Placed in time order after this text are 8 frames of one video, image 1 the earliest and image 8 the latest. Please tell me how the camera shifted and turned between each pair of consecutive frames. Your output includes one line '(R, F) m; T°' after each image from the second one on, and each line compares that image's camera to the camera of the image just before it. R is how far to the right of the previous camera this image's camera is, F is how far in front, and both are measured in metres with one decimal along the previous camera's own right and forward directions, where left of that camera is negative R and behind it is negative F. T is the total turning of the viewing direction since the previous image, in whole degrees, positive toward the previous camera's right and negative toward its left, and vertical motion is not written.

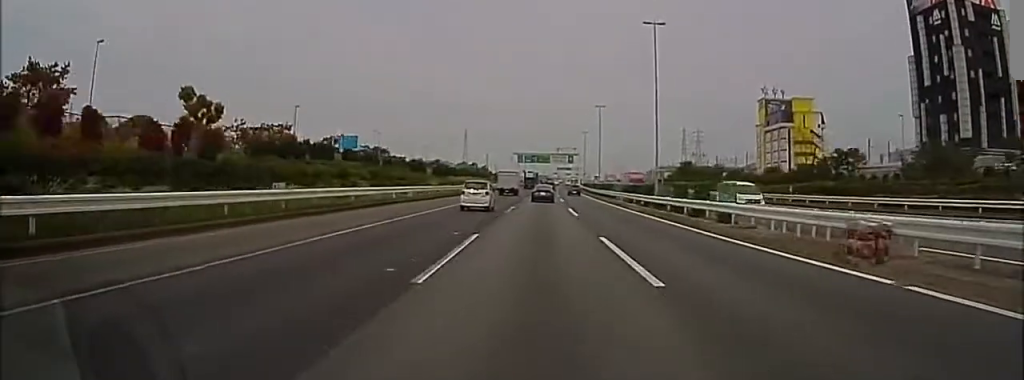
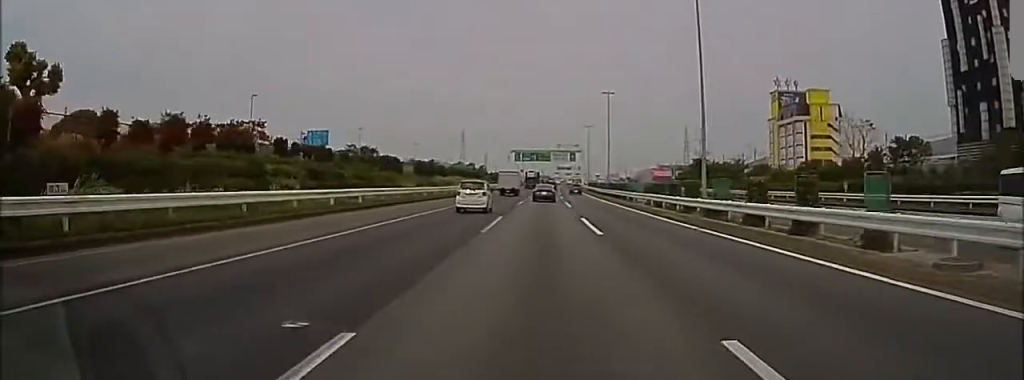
(+1.5, +11.1) m; +4°
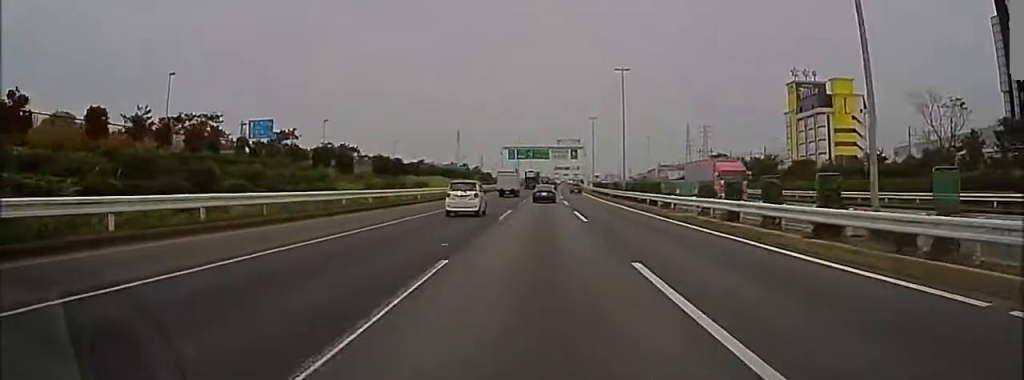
(+0.8, +14.1) m; +3°
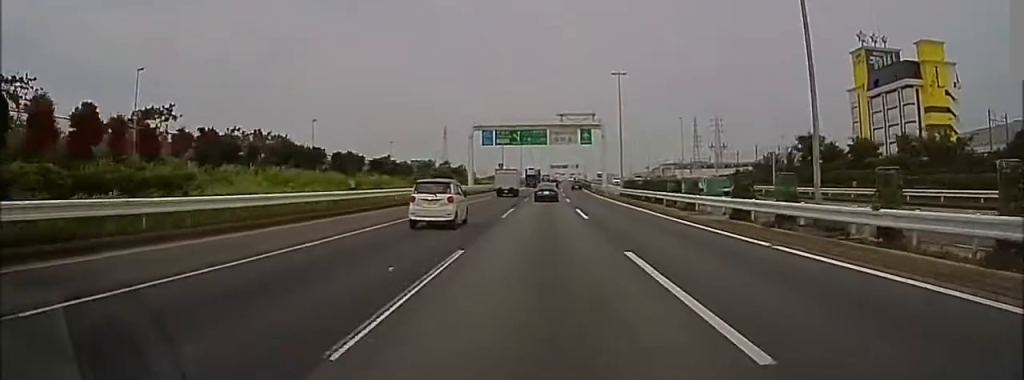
(0.0, +39.4) m; 0°
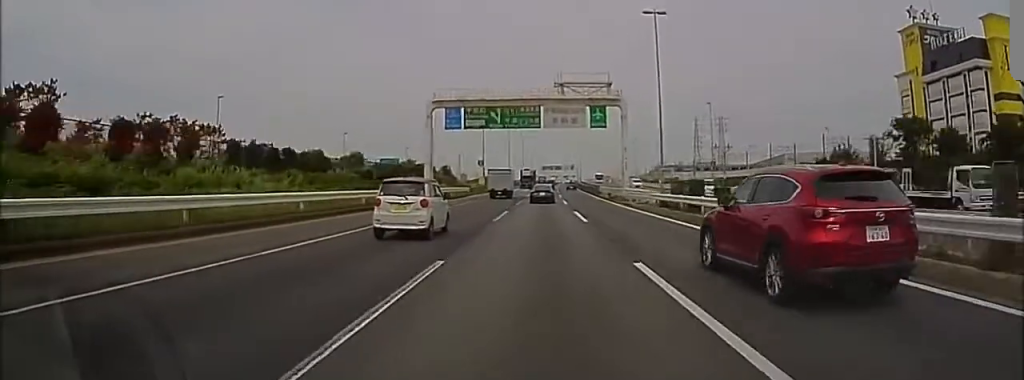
(0.0, +21.2) m; 0°
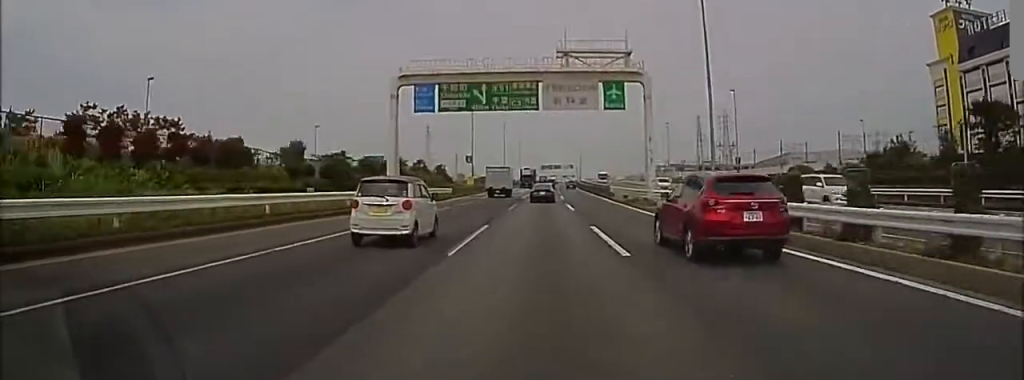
(+0.1, +11.0) m; 0°
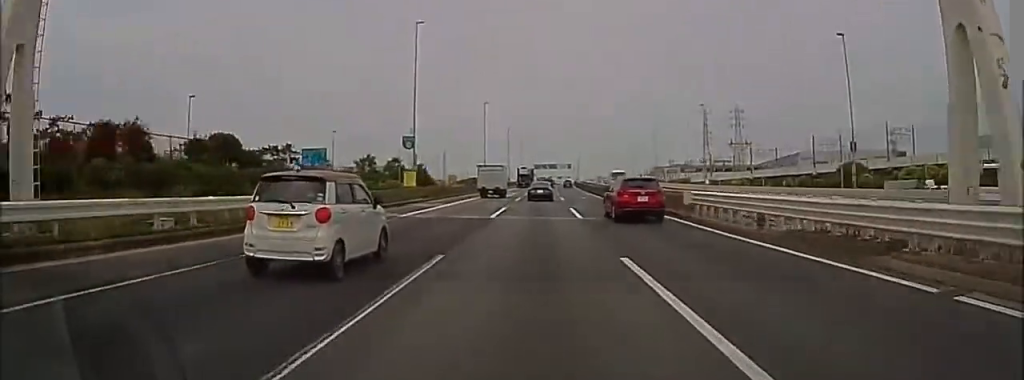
(+0.1, +29.5) m; 0°
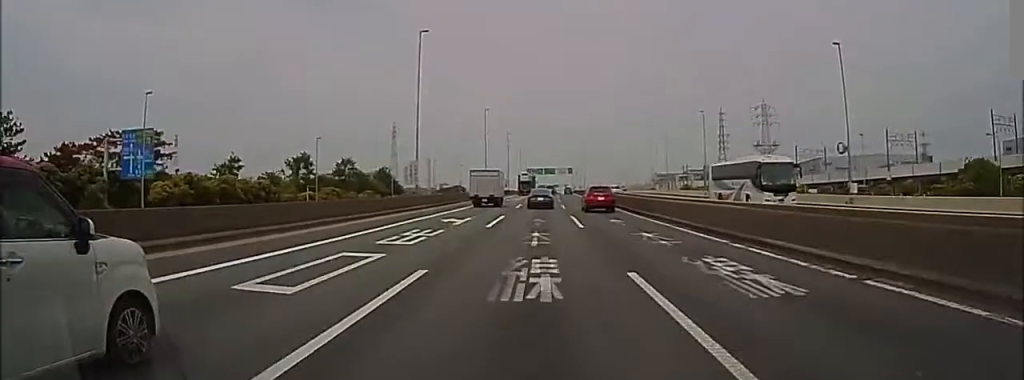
(+0.2, +42.1) m; +1°
